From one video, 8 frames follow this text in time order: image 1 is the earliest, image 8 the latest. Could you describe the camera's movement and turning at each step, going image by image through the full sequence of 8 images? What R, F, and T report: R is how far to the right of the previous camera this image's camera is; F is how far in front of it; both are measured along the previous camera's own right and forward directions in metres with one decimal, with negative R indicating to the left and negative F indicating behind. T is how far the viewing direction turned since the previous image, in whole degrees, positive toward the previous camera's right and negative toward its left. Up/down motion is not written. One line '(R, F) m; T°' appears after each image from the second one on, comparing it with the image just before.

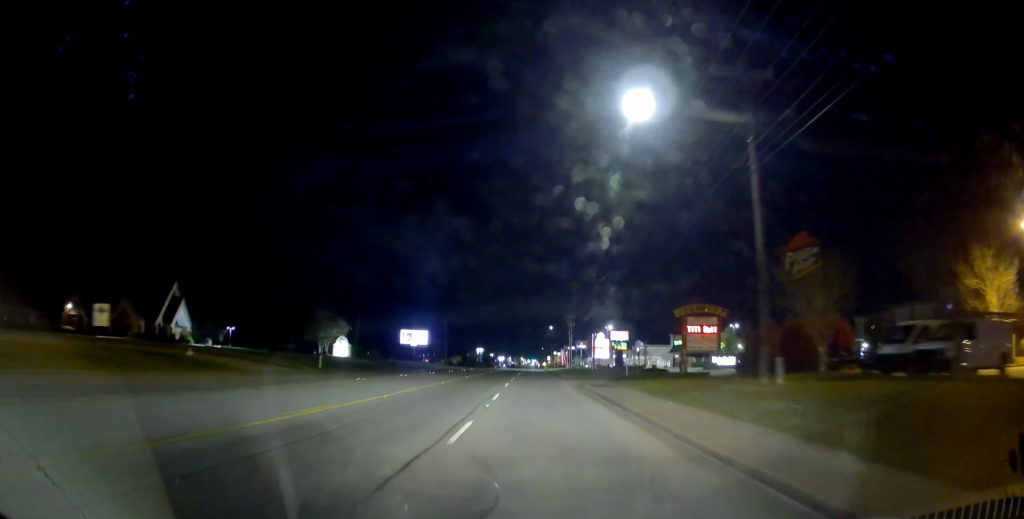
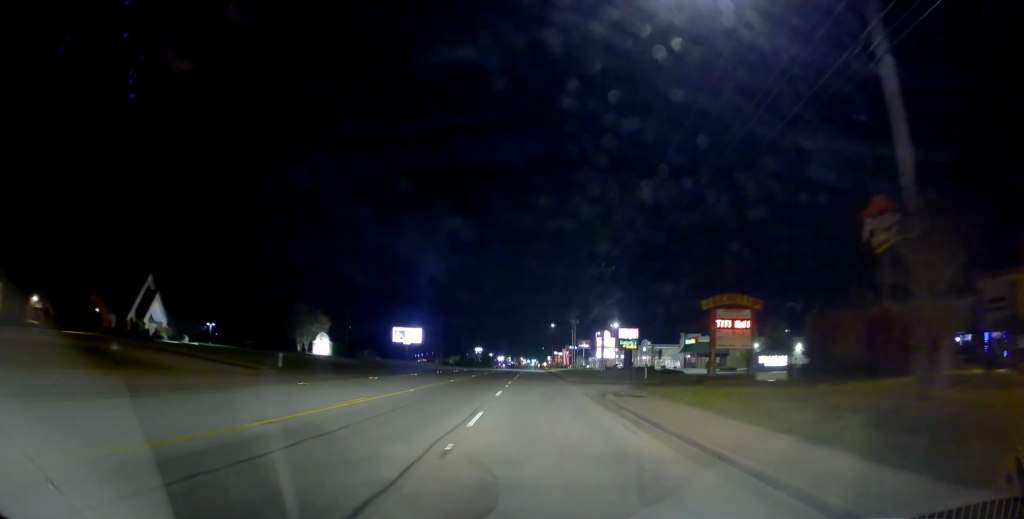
(+0.2, +8.6) m; 0°
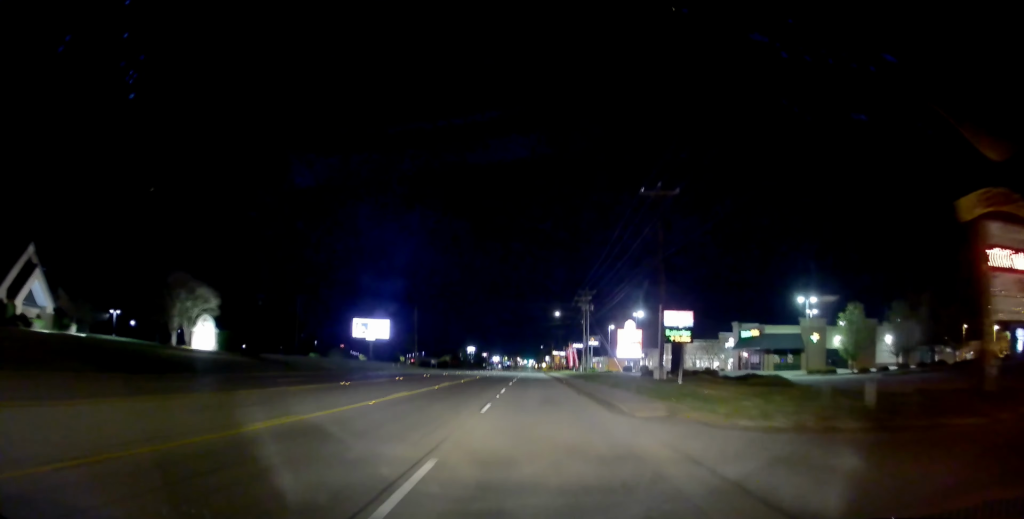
(-0.6, +30.4) m; -3°
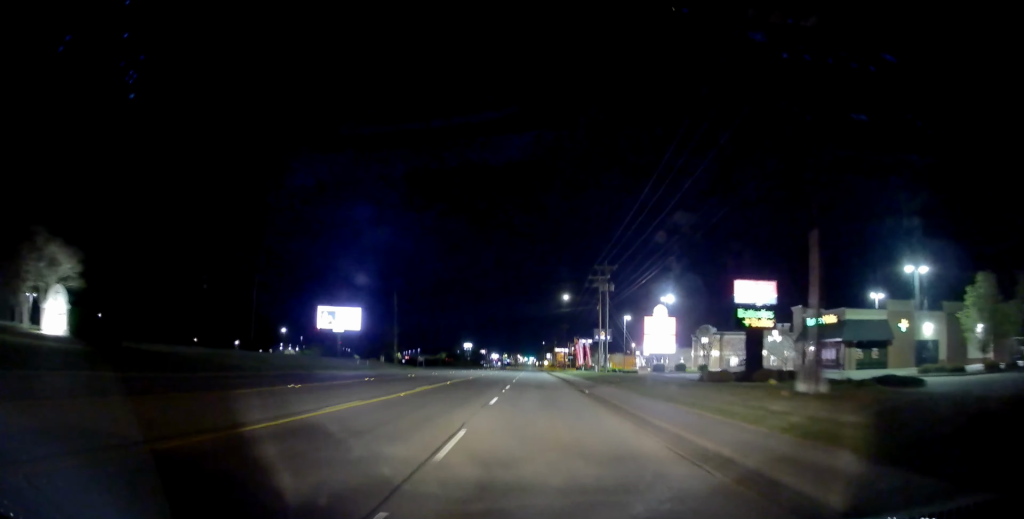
(+0.1, +19.6) m; +1°
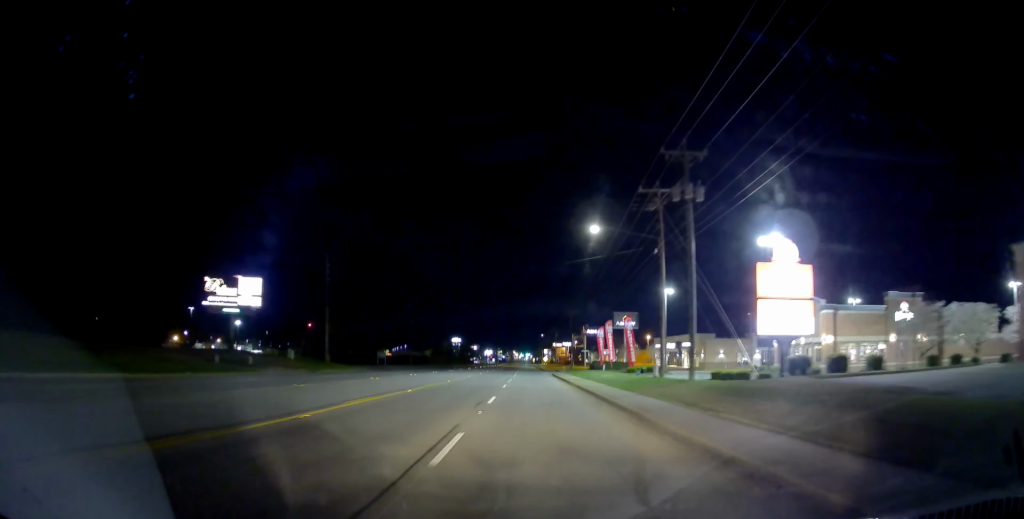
(0.0, +33.6) m; 0°
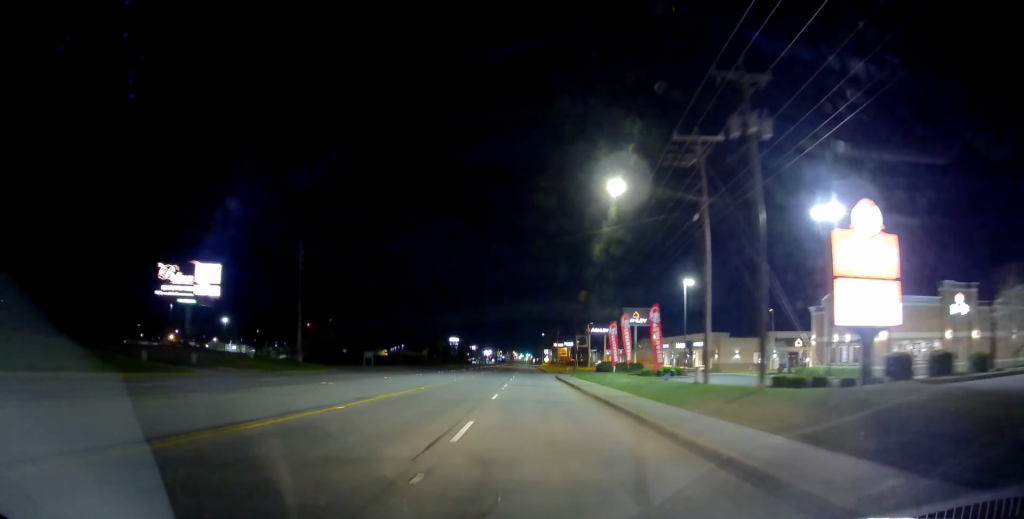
(+0.2, +8.7) m; 0°
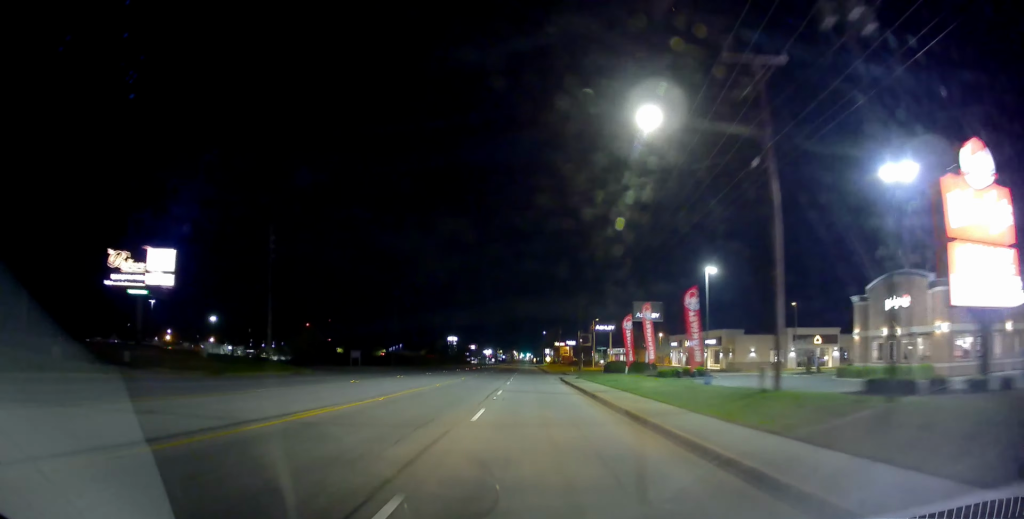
(+0.1, +7.6) m; 0°
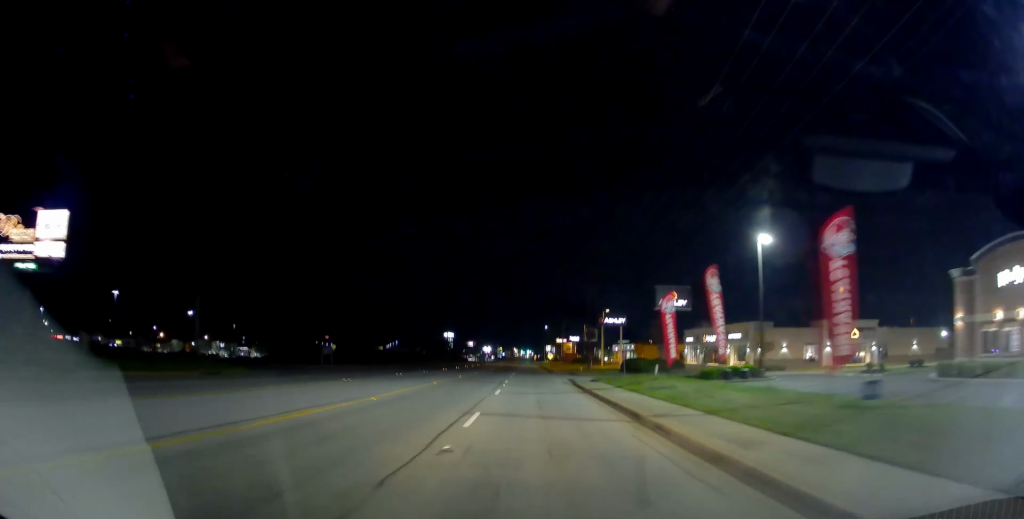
(-0.3, +12.8) m; 0°
